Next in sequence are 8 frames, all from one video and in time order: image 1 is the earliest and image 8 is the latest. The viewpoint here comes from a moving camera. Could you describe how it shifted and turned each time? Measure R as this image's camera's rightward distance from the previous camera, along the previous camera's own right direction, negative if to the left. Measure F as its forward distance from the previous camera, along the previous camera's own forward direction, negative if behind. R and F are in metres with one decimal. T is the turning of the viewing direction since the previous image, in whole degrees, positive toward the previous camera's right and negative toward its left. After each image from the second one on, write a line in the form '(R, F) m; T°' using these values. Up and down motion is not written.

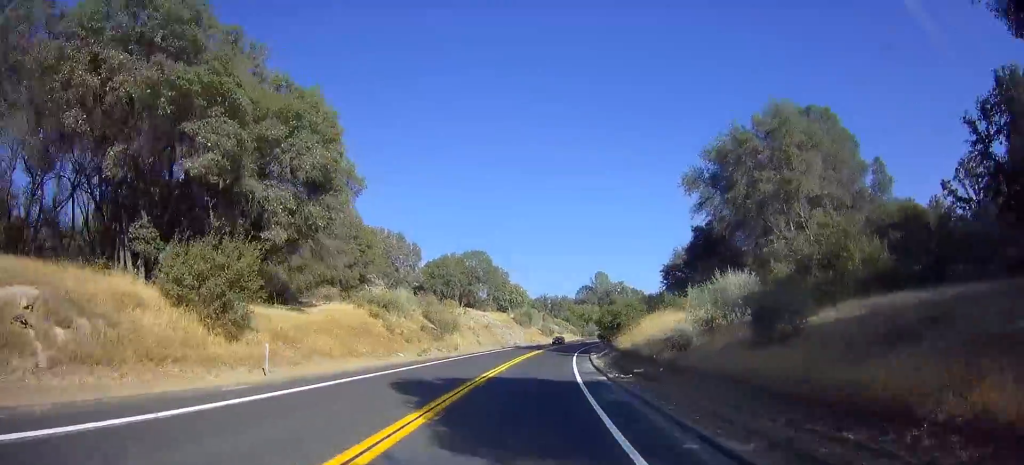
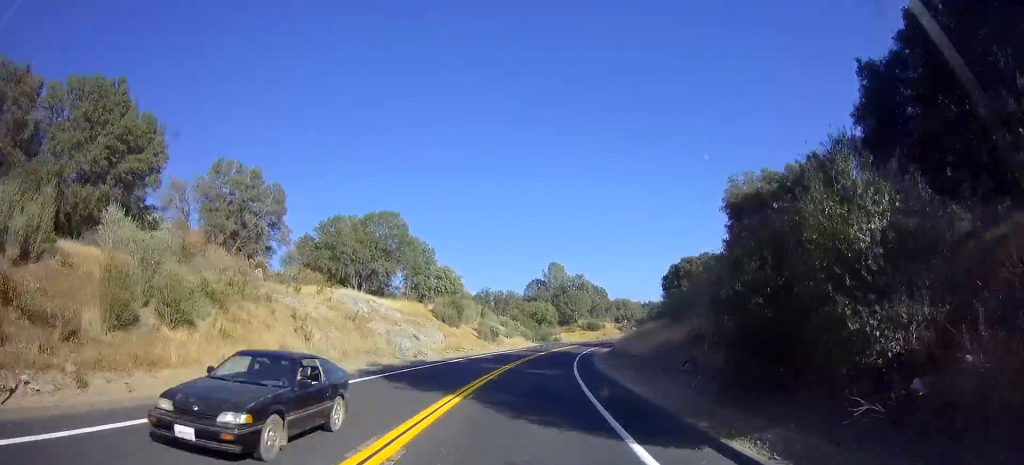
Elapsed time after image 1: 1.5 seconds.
(+2.2, +39.9) m; +7°
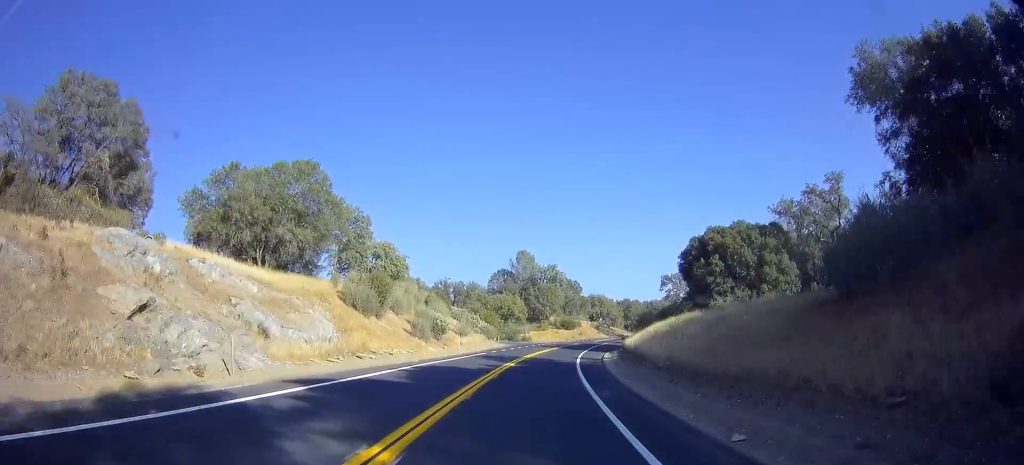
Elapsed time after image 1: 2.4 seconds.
(+0.9, +22.5) m; +4°
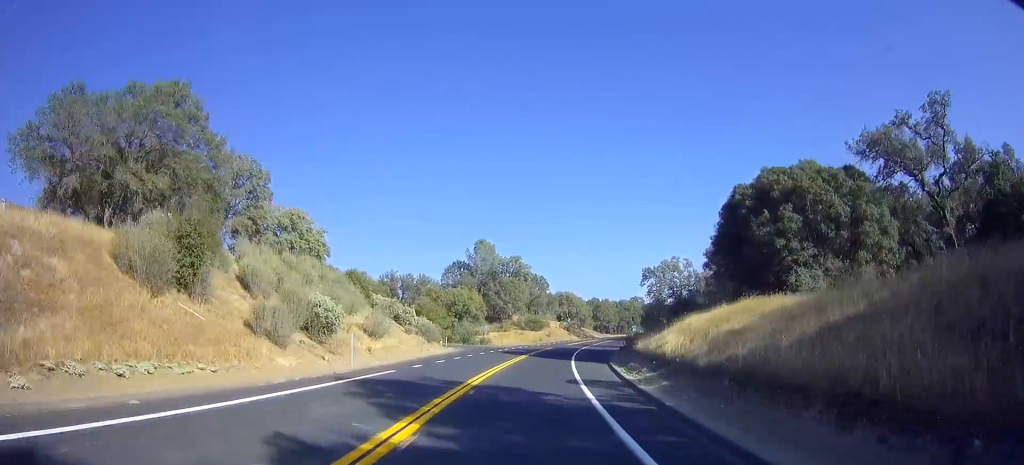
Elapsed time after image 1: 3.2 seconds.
(+0.7, +20.8) m; +2°
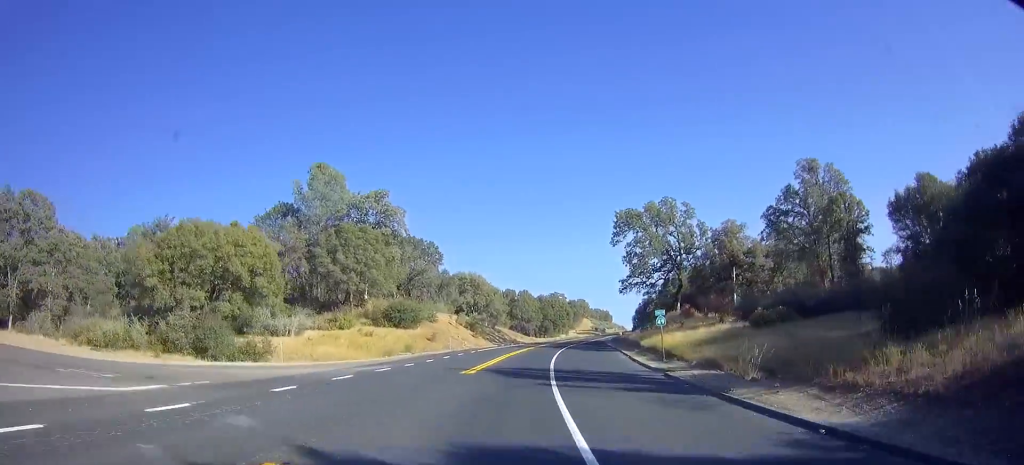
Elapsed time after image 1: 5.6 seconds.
(+4.4, +61.5) m; +11°
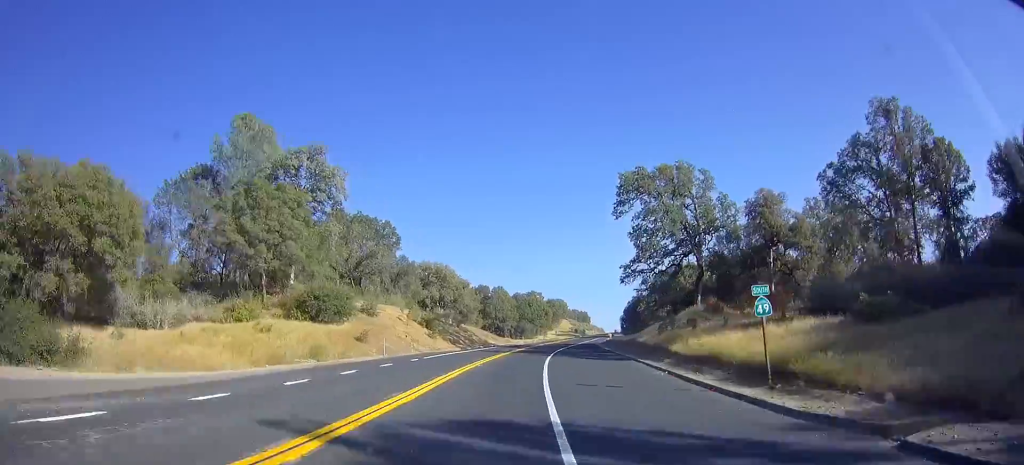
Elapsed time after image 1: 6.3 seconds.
(+0.6, +17.0) m; +3°
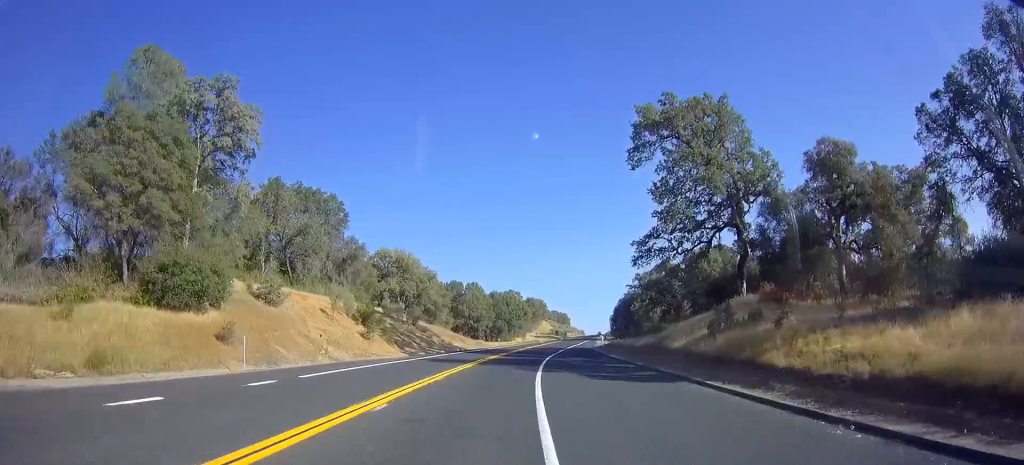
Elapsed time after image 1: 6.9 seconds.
(+0.3, +16.1) m; +3°
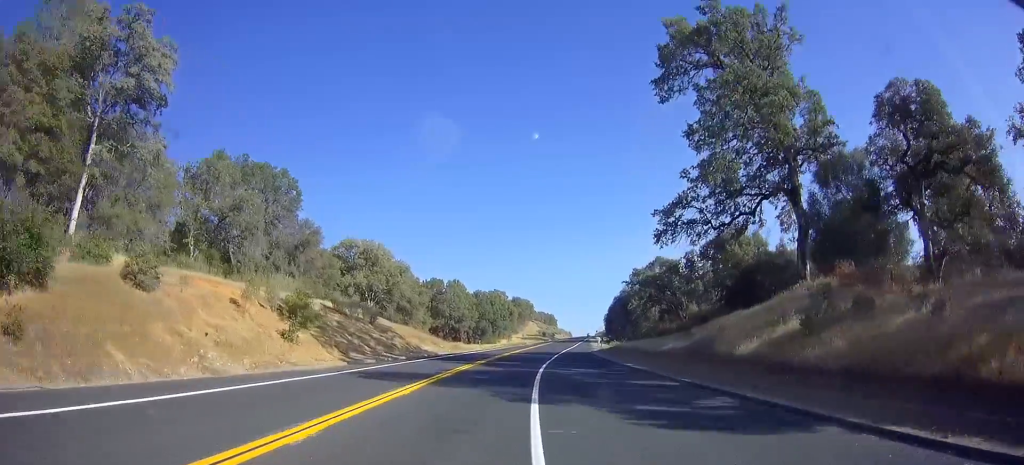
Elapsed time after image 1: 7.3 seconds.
(+0.4, +11.0) m; +2°
